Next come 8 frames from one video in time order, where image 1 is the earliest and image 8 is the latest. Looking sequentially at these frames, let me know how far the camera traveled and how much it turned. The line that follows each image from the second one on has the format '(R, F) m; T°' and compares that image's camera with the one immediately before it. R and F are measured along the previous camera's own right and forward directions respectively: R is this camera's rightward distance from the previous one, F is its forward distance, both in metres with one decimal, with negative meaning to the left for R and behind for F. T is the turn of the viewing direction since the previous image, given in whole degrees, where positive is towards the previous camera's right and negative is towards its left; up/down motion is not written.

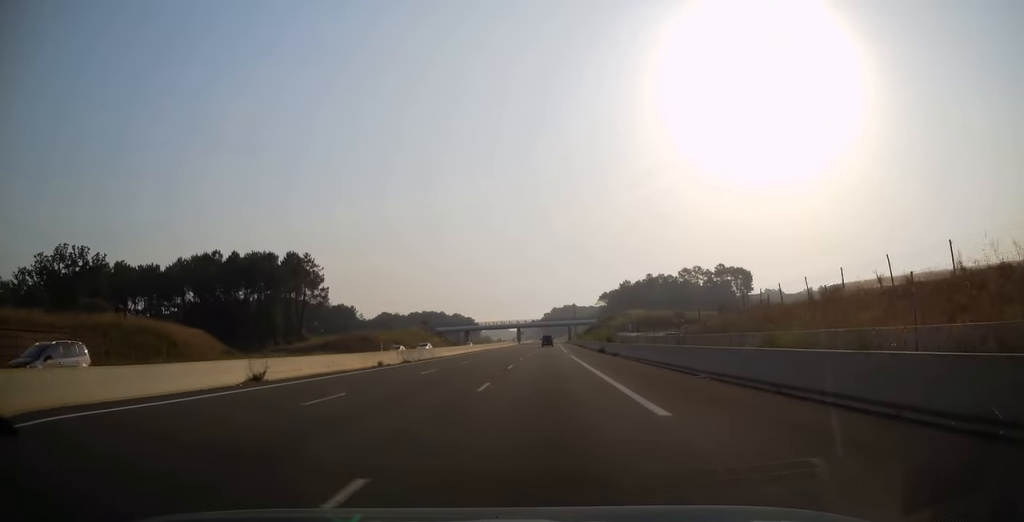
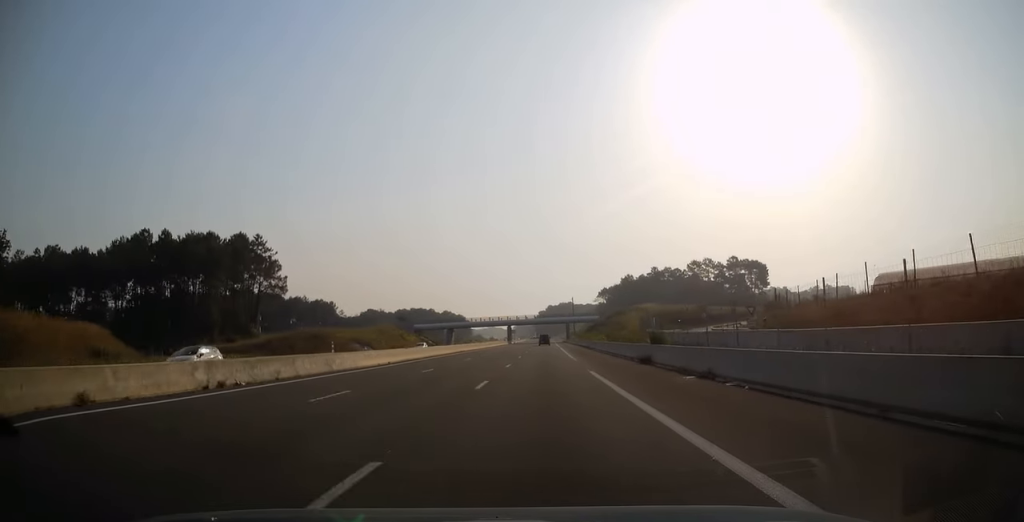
(+0.3, +25.4) m; +1°
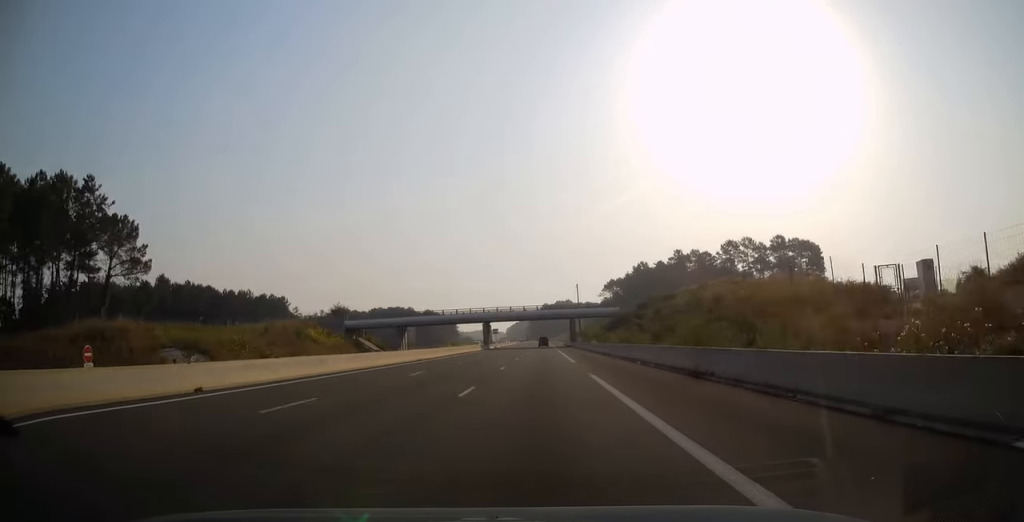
(-0.3, +54.3) m; 0°
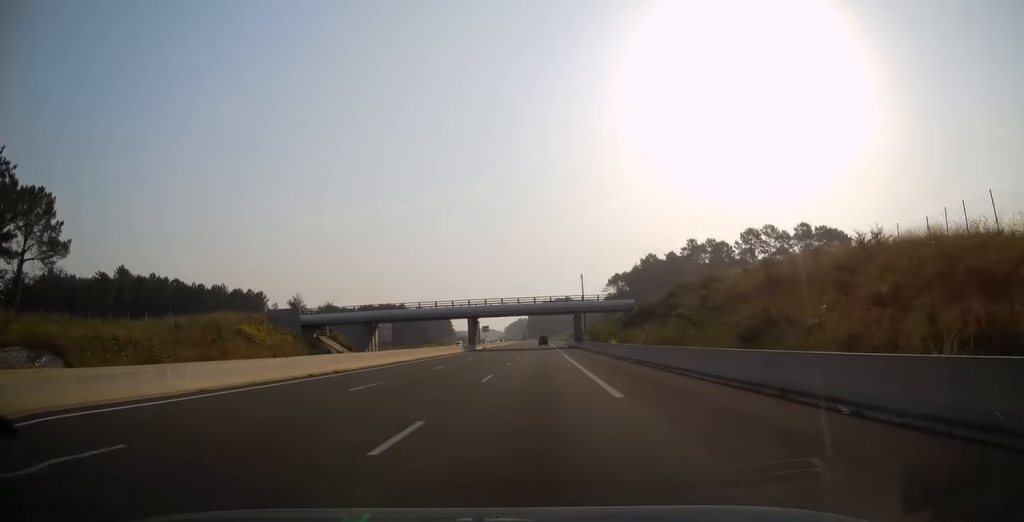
(-0.1, +20.6) m; +1°
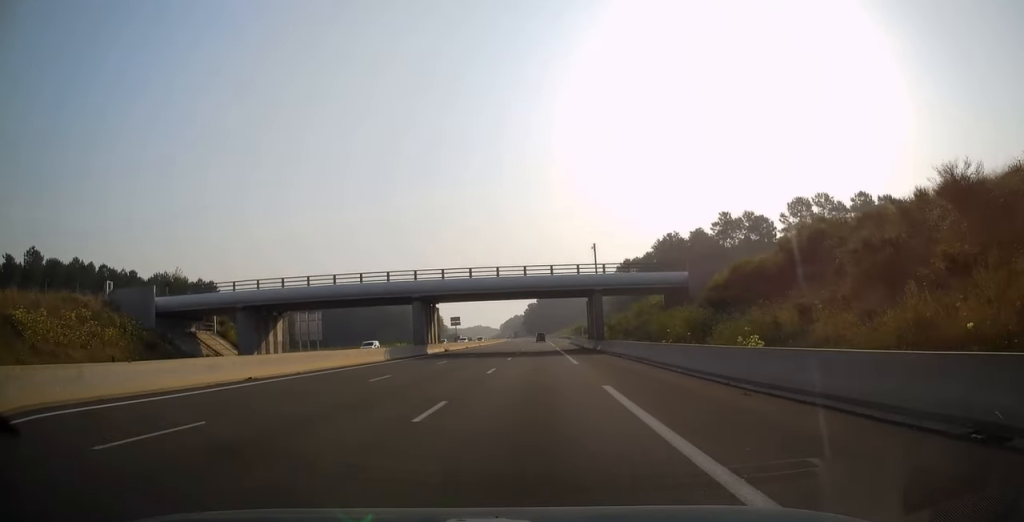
(+0.5, +36.7) m; +1°
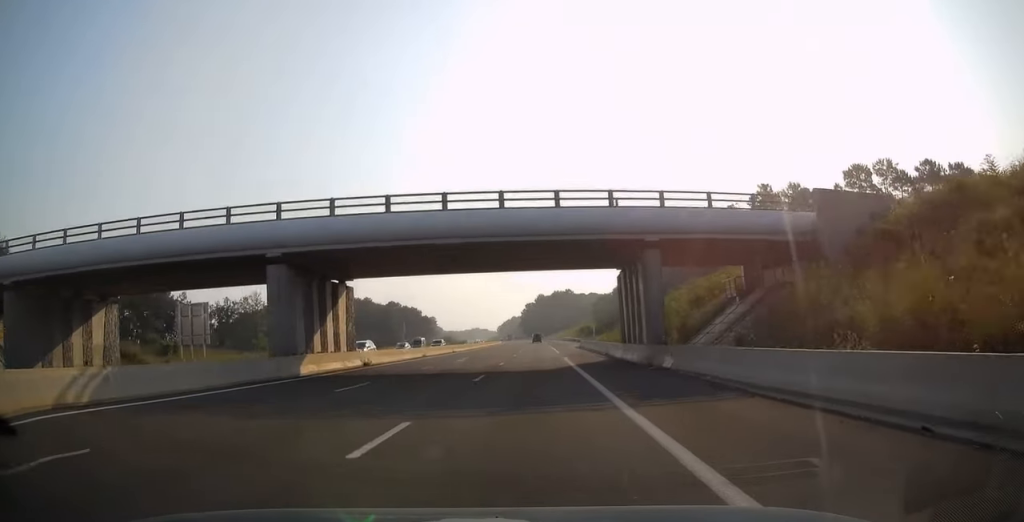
(-0.1, +28.9) m; 0°
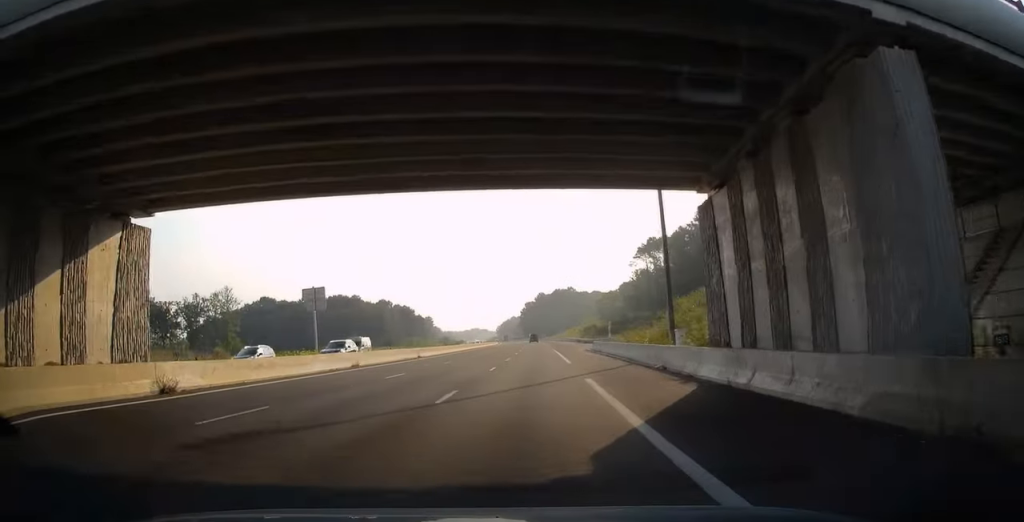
(-0.2, +20.1) m; 0°
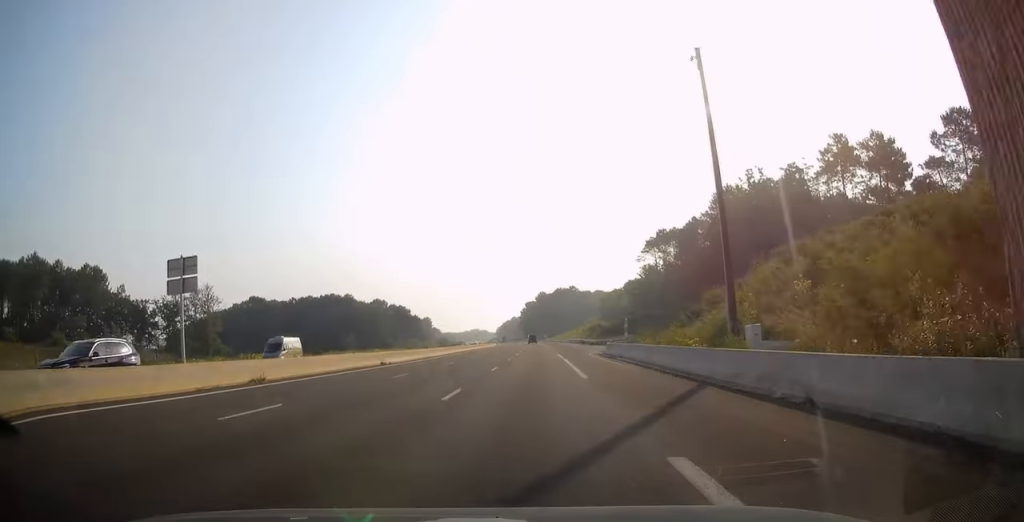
(+0.1, +12.2) m; 0°
